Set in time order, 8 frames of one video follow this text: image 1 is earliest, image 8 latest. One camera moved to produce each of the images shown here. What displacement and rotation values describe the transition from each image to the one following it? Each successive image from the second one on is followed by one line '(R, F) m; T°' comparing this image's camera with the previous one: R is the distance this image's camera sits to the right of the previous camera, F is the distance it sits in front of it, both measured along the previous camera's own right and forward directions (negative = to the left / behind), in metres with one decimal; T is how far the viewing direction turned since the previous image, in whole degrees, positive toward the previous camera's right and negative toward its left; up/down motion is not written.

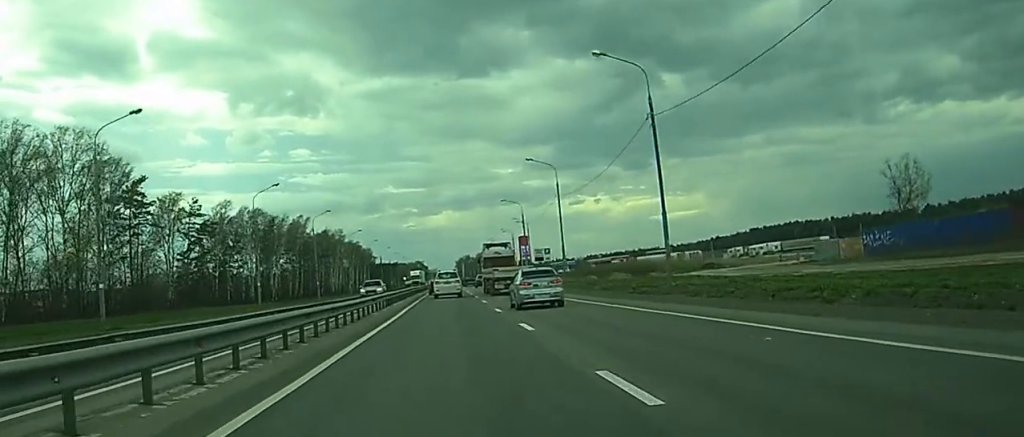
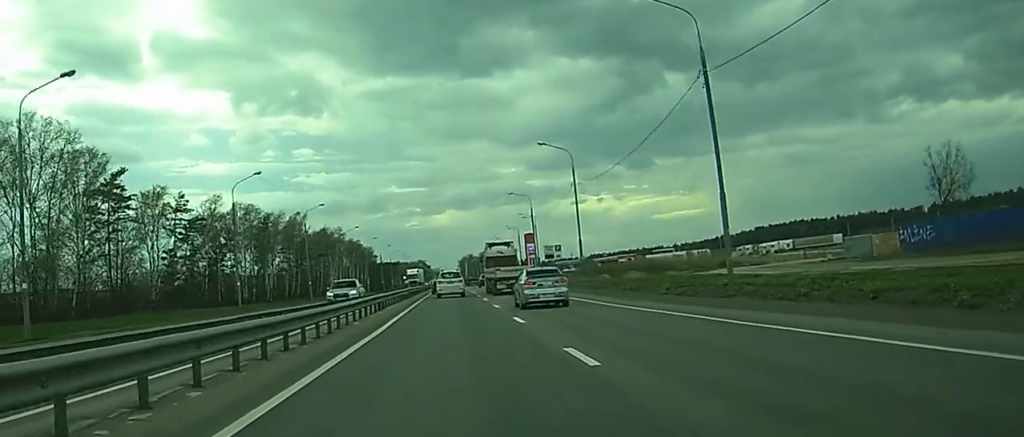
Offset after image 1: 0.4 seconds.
(0.0, +8.3) m; 0°
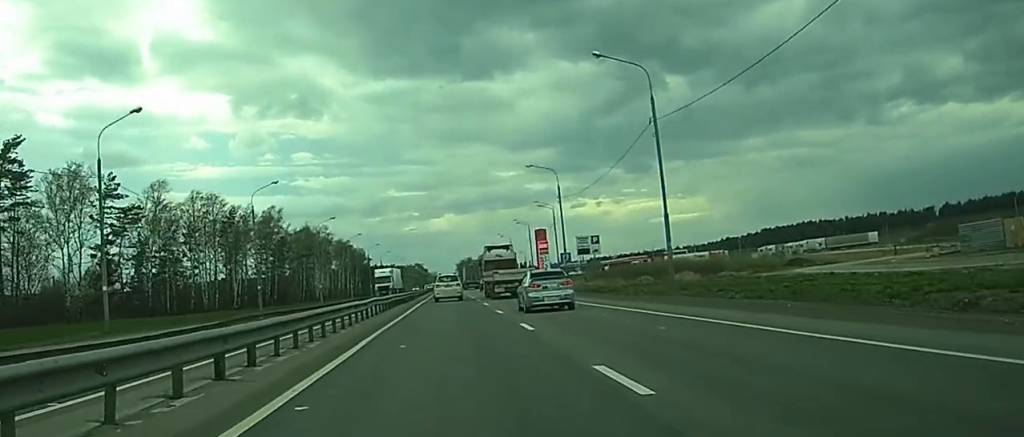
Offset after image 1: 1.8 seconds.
(0.0, +26.9) m; 0°
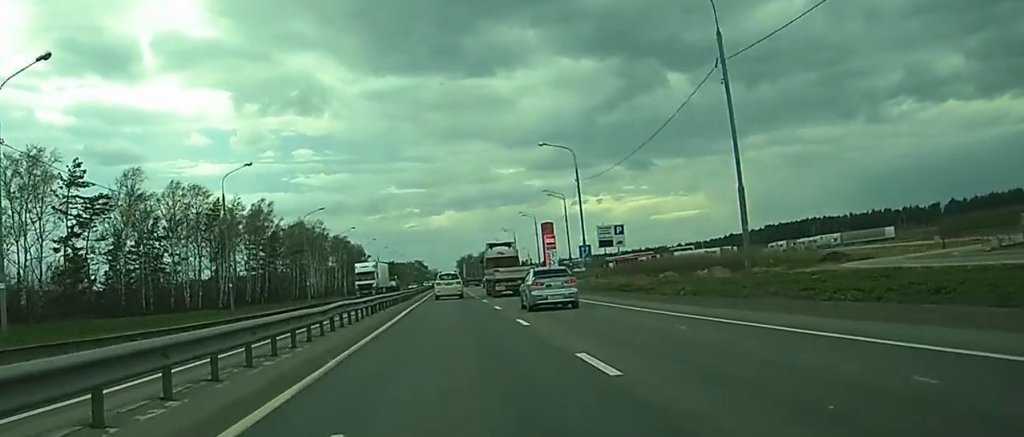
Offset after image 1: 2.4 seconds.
(0.0, +10.2) m; 0°
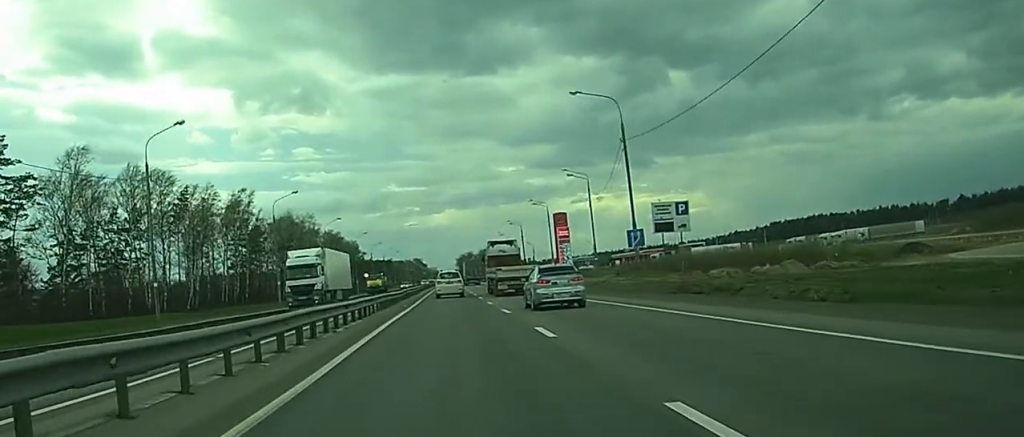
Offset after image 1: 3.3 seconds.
(0.0, +17.3) m; 0°
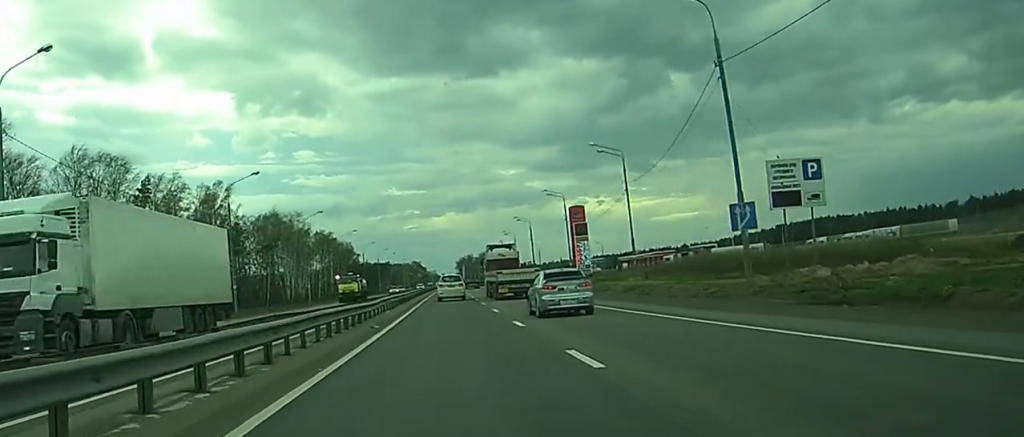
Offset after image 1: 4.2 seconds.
(0.0, +17.4) m; 0°
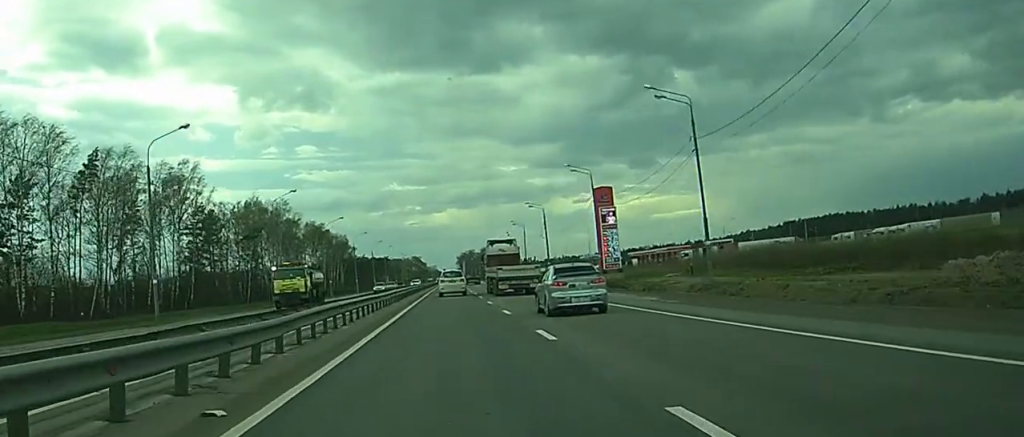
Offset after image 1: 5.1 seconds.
(-0.1, +18.8) m; 0°
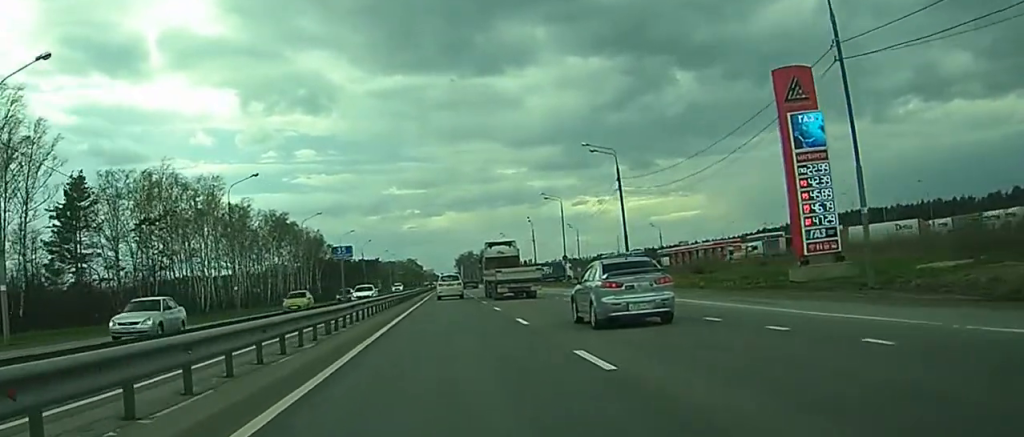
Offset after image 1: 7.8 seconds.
(+1.1, +53.5) m; +2°
